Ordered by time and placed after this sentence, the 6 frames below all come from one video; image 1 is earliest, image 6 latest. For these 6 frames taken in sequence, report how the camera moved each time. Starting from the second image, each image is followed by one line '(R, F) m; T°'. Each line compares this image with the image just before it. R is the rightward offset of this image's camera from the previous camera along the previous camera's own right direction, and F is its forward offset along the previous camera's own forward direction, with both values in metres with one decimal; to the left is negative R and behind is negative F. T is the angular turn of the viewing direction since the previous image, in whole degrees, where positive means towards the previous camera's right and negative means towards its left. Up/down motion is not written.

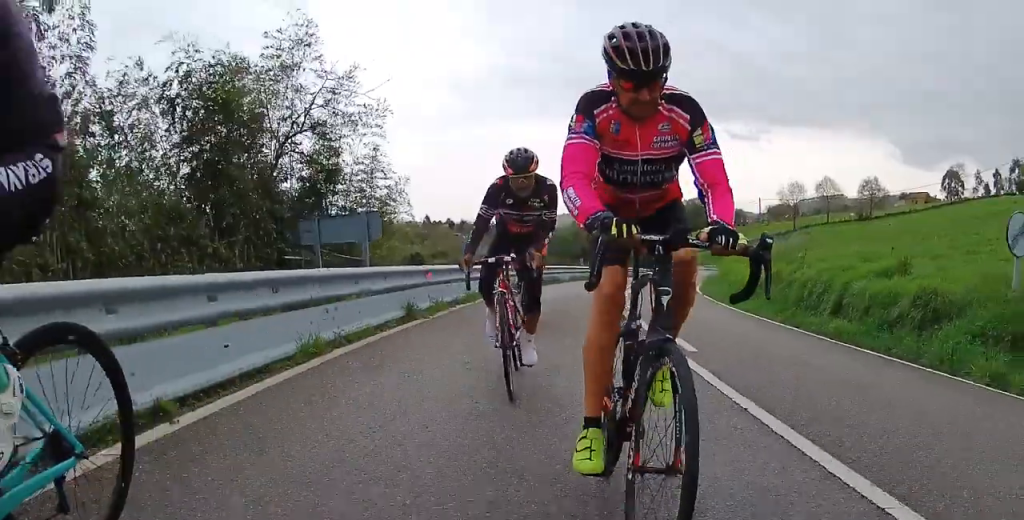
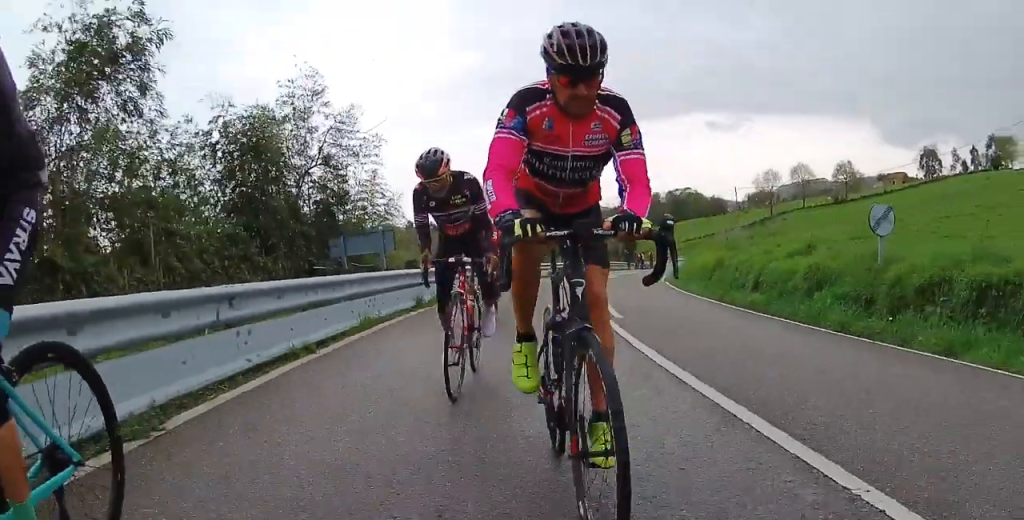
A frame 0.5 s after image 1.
(-0.2, +3.2) m; -3°
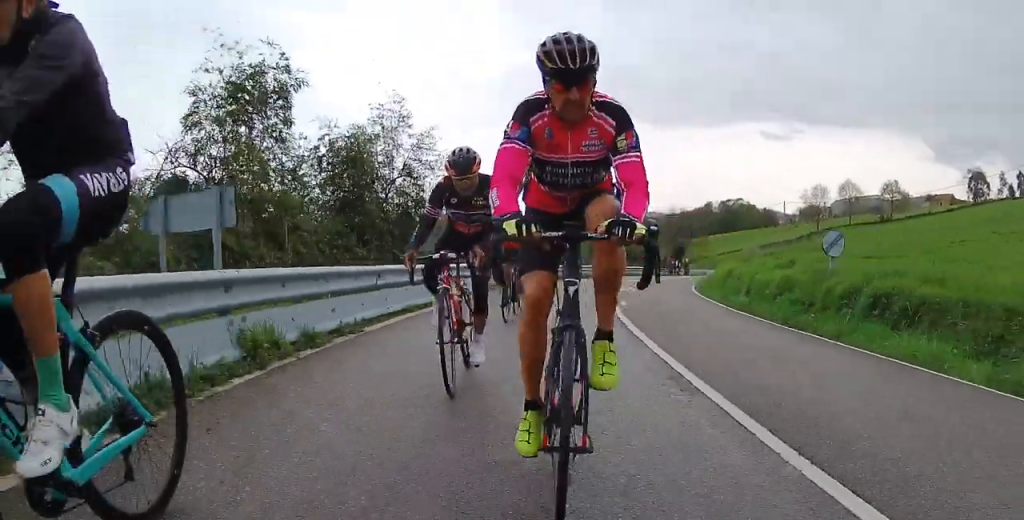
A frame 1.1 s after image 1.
(-0.1, +3.8) m; -3°
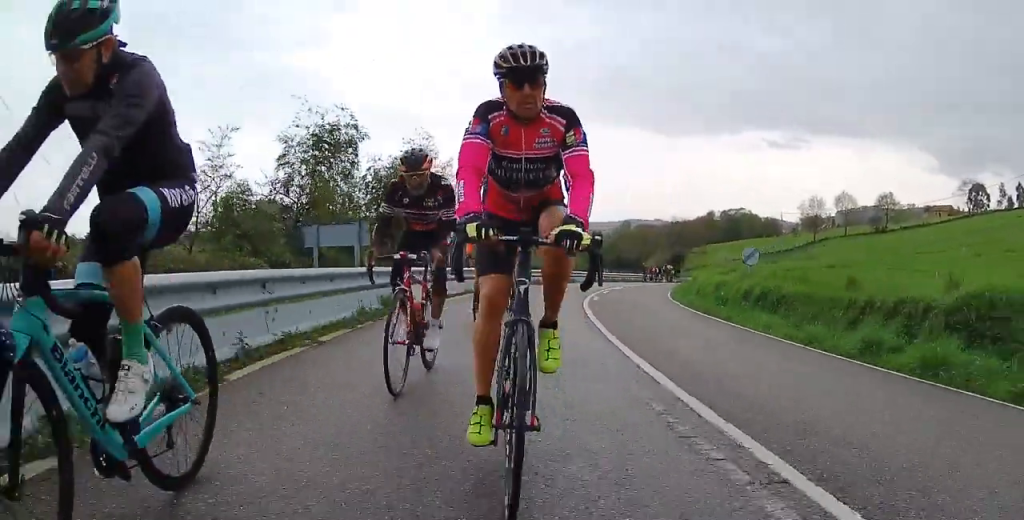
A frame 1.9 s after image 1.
(-0.3, +5.1) m; 0°
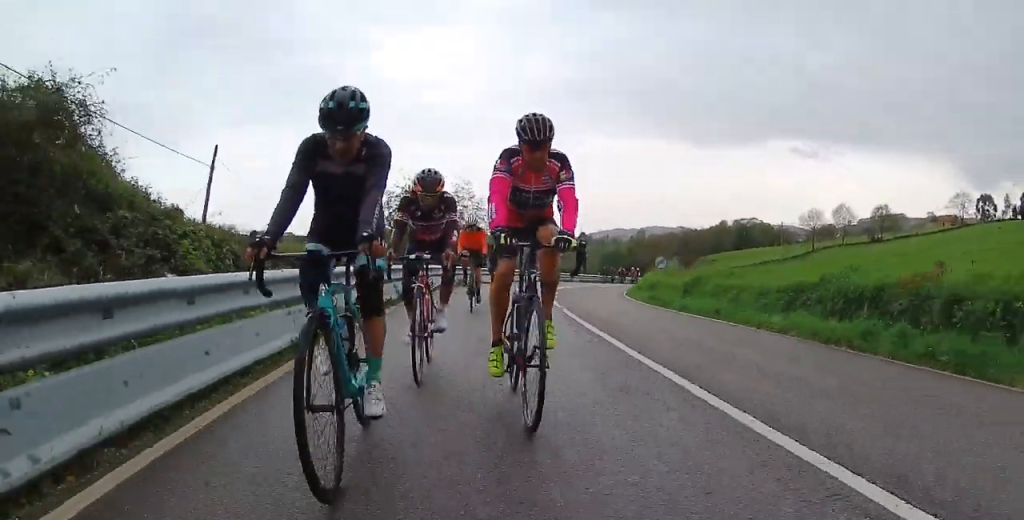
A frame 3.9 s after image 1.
(+0.1, +11.6) m; -2°
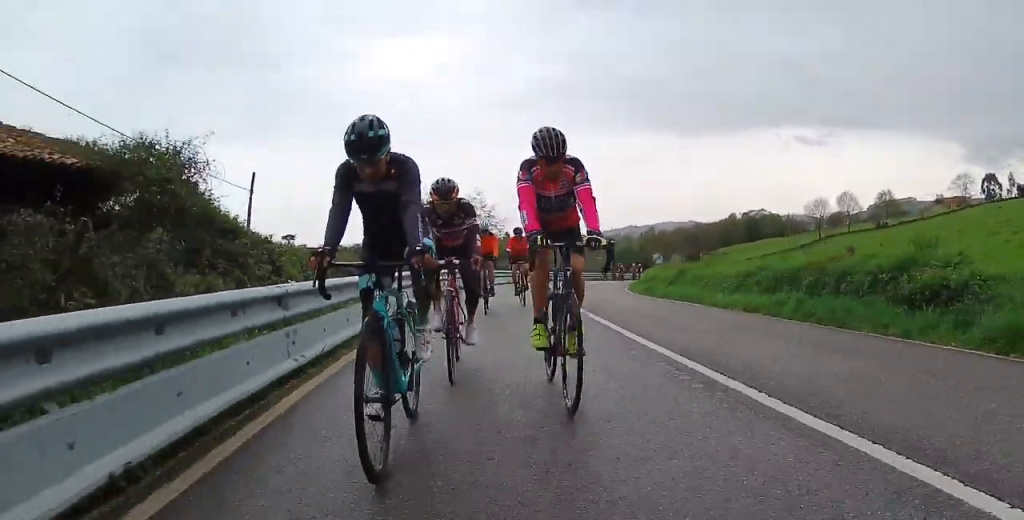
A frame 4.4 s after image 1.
(0.0, +2.9) m; 0°
